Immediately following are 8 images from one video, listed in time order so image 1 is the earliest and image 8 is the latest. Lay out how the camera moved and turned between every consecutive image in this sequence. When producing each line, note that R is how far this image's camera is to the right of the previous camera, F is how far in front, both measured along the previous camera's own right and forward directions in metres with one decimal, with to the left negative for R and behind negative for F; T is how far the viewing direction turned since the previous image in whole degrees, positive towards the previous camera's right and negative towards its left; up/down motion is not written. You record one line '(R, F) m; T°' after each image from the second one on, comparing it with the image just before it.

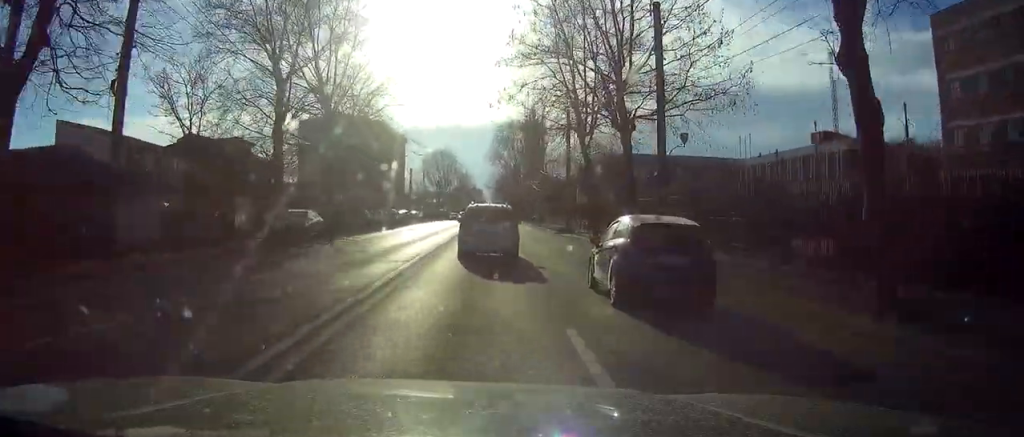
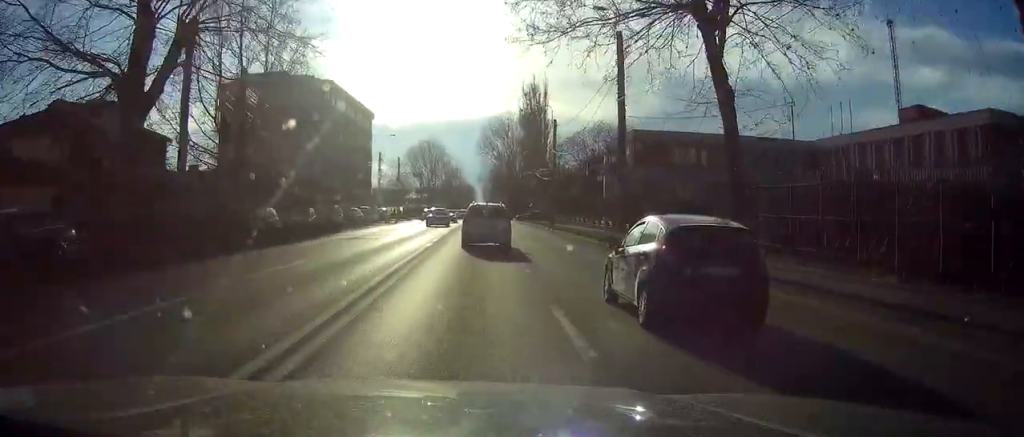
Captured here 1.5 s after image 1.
(+0.3, +24.1) m; +1°
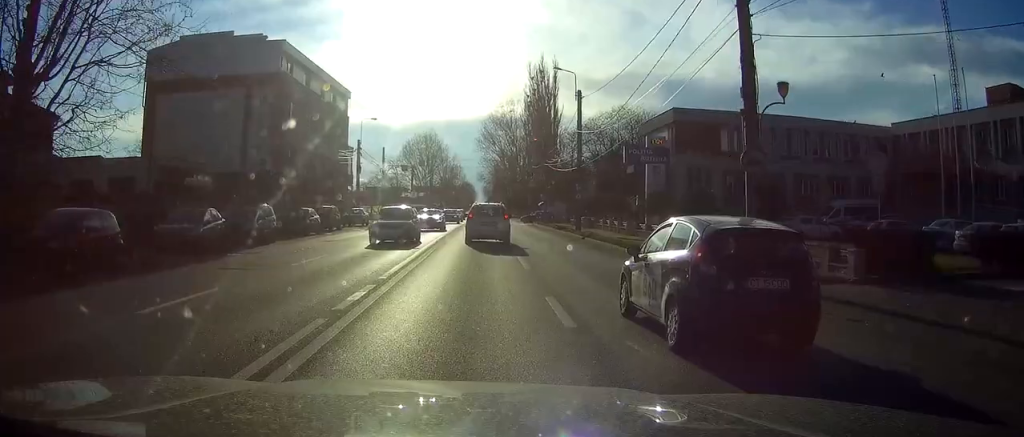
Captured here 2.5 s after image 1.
(0.0, +15.3) m; 0°
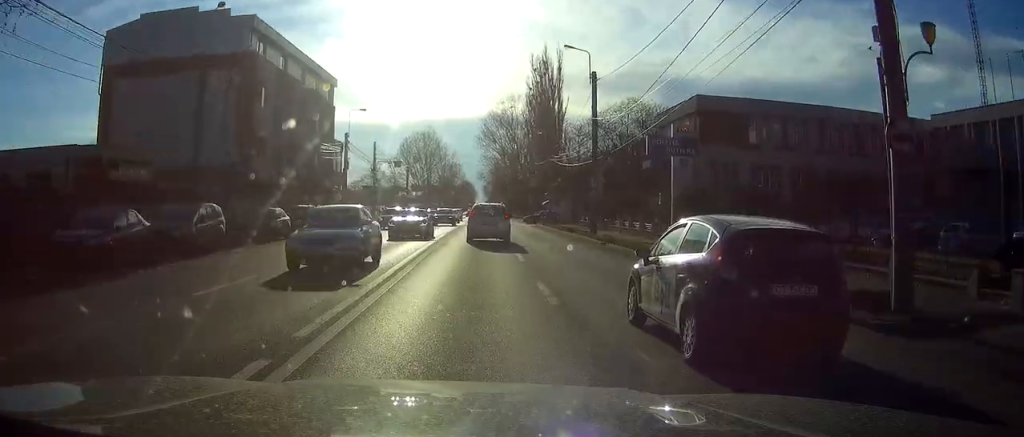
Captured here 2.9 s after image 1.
(-0.1, +6.4) m; 0°
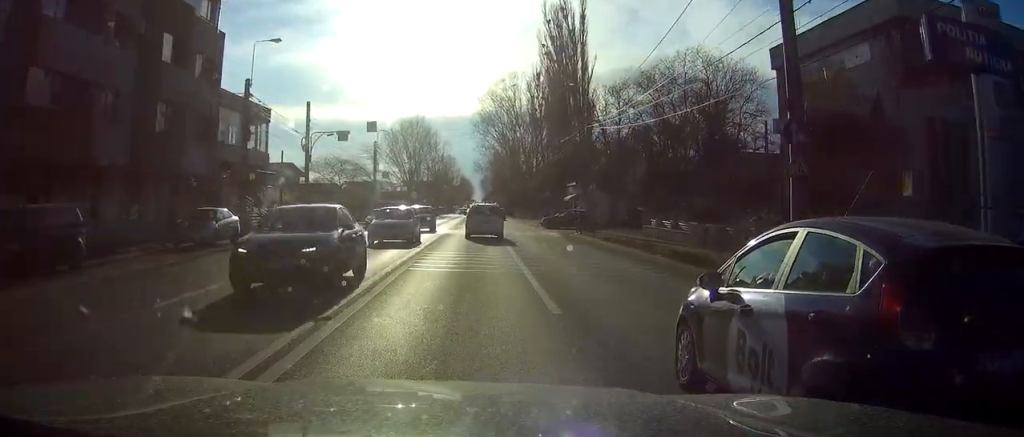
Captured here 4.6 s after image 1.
(+0.2, +27.1) m; +1°
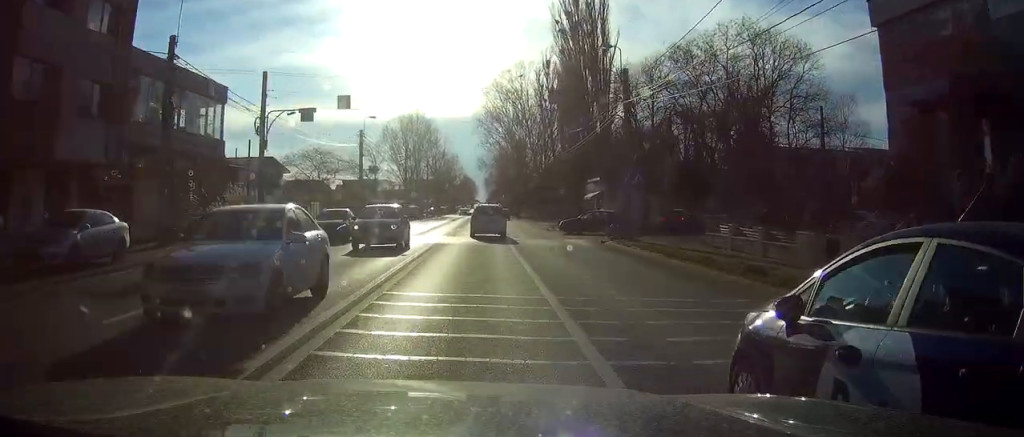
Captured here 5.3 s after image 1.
(0.0, +10.5) m; 0°
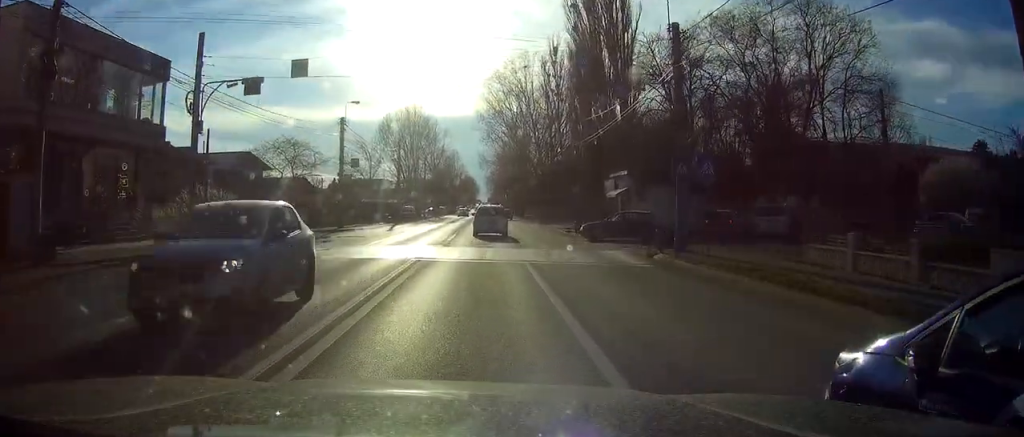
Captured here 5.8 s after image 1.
(0.0, +8.9) m; 0°
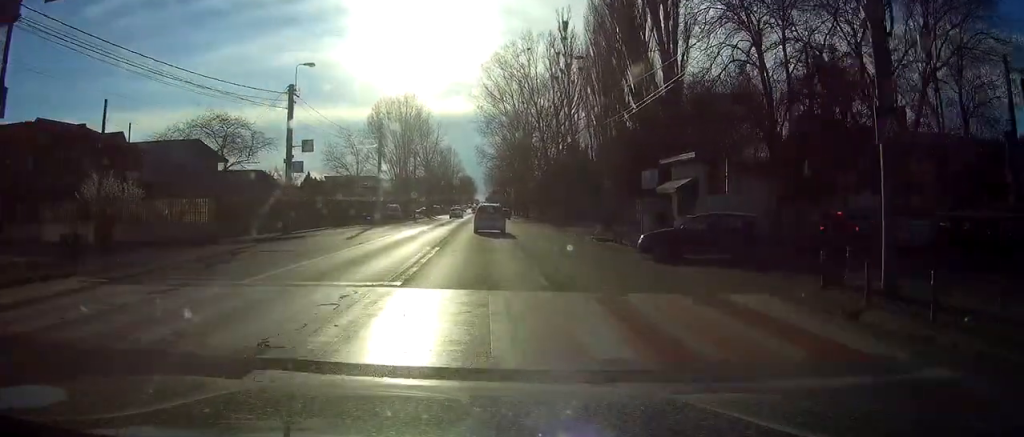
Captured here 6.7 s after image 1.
(0.0, +13.6) m; 0°
